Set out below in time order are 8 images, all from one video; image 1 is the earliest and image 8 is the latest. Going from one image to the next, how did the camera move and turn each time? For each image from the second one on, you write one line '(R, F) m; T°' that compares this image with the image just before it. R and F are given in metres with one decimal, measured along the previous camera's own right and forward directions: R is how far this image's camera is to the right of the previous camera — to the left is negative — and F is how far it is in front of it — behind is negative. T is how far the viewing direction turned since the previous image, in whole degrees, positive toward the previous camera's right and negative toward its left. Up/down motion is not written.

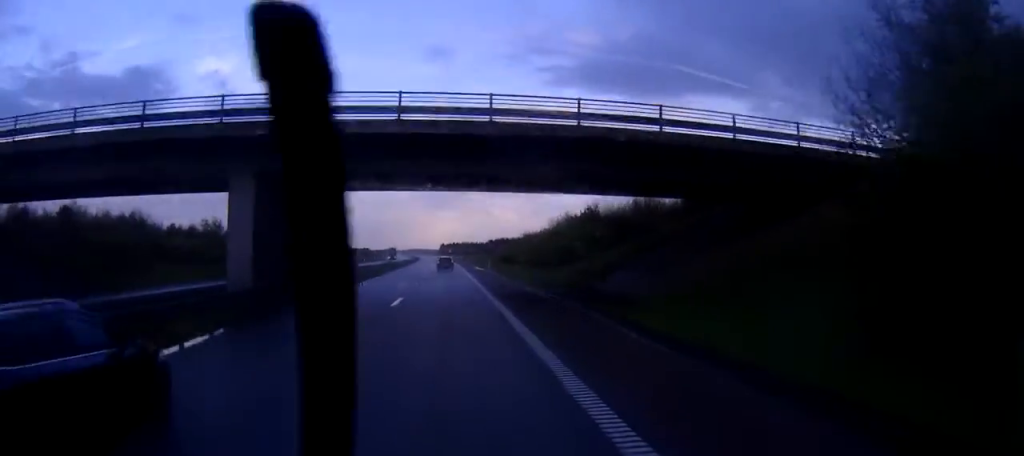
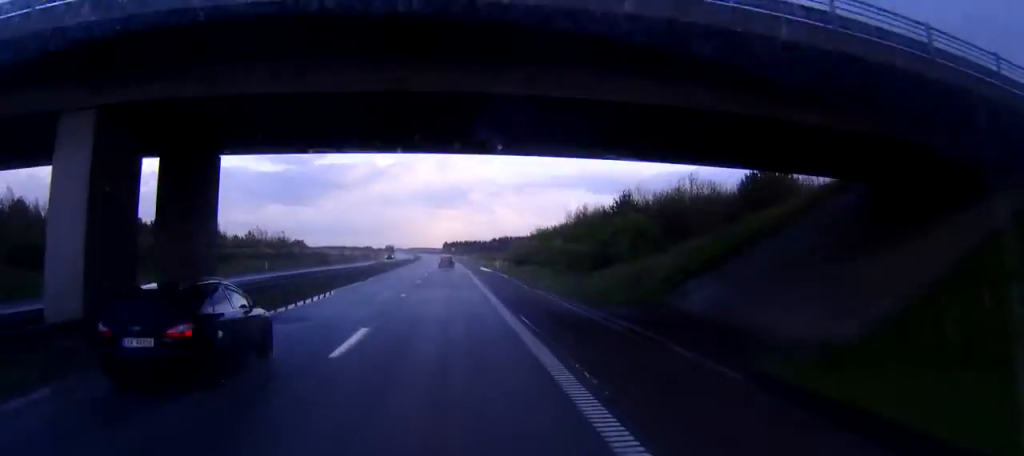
(0.0, +13.1) m; 0°
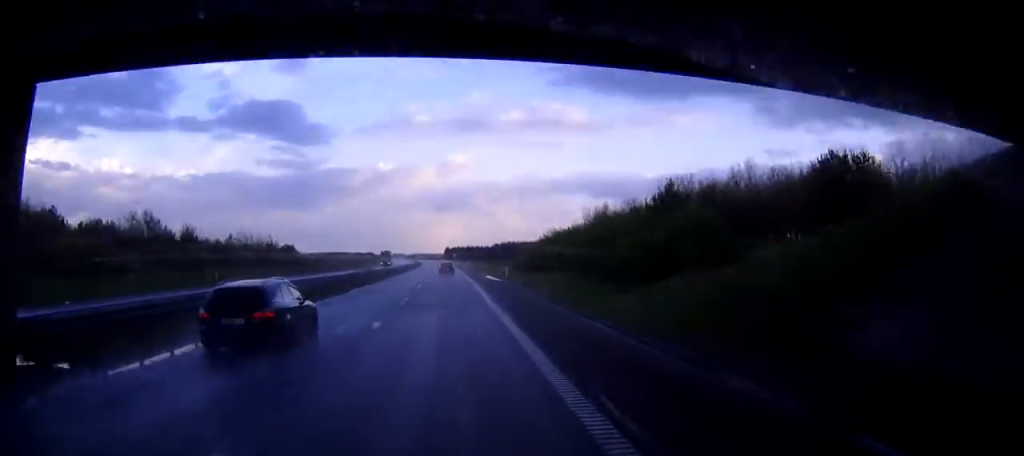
(0.0, +11.3) m; 0°
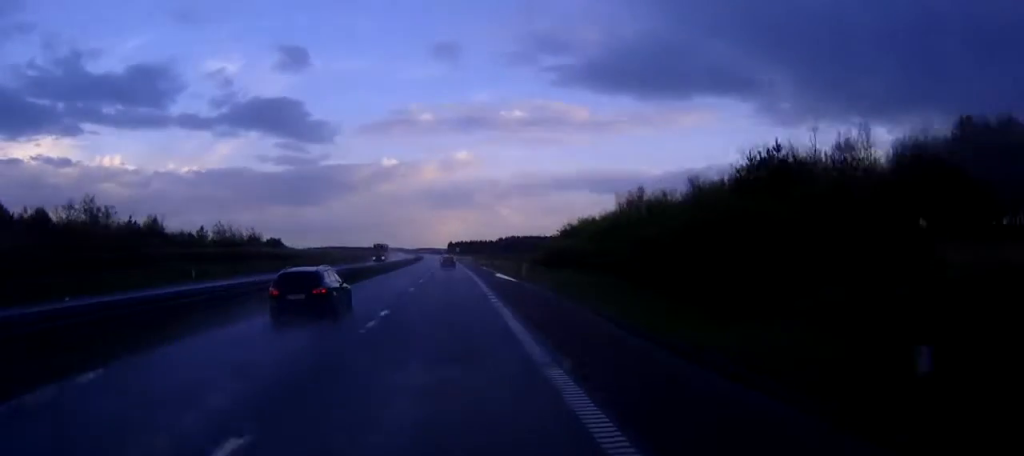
(0.0, +14.0) m; 0°
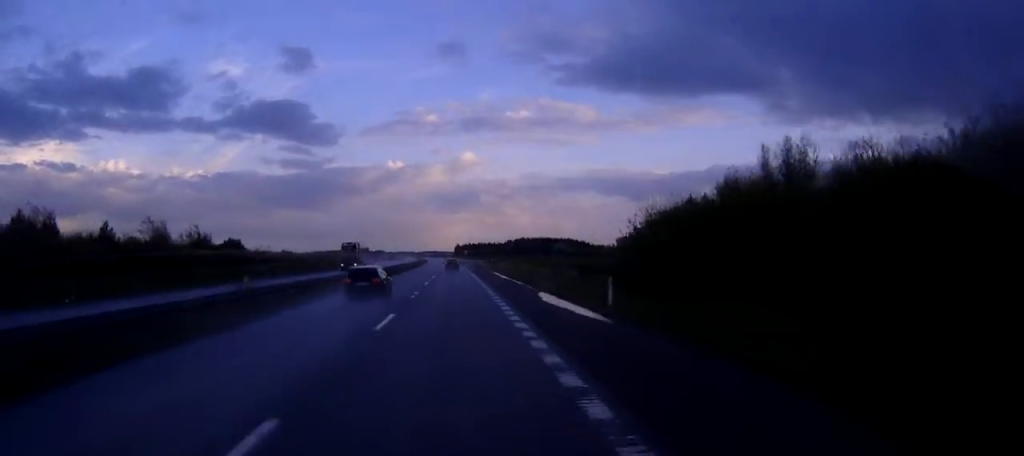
(-0.1, +29.5) m; -1°
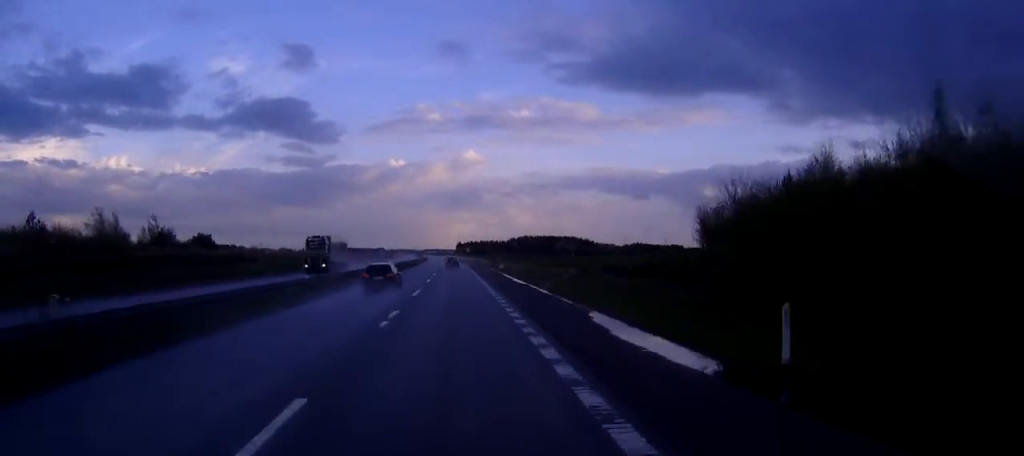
(-0.1, +13.9) m; 0°
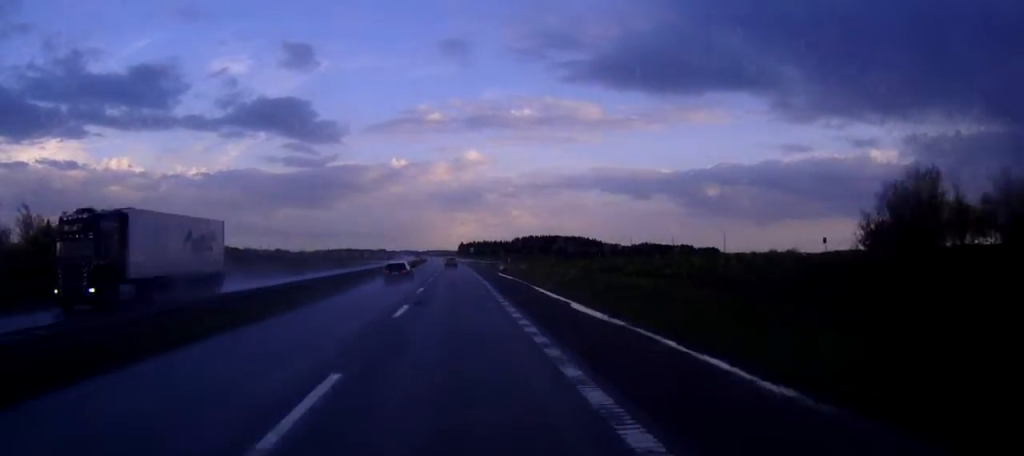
(-0.2, +27.0) m; 0°
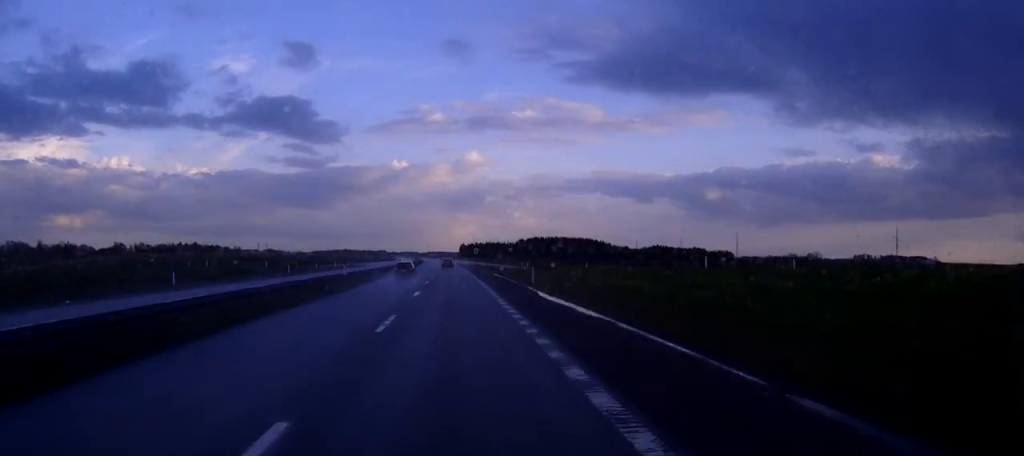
(0.0, +34.0) m; 0°
